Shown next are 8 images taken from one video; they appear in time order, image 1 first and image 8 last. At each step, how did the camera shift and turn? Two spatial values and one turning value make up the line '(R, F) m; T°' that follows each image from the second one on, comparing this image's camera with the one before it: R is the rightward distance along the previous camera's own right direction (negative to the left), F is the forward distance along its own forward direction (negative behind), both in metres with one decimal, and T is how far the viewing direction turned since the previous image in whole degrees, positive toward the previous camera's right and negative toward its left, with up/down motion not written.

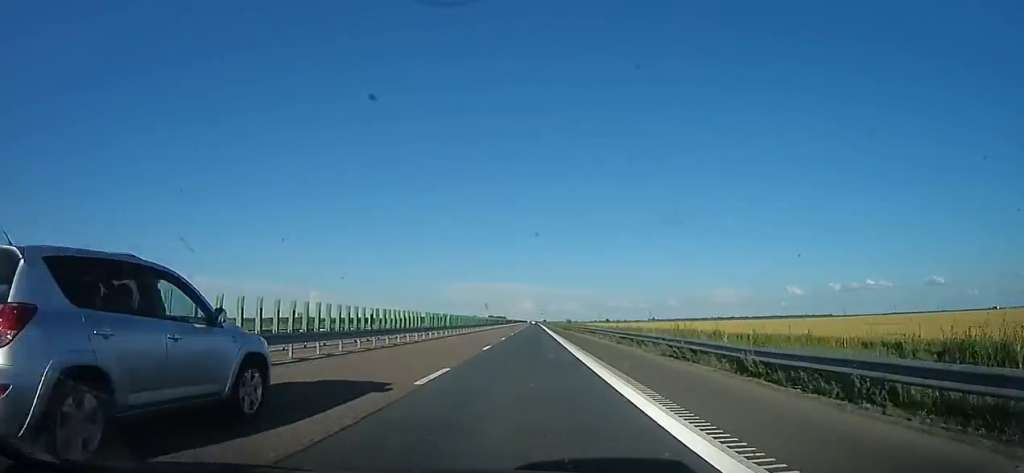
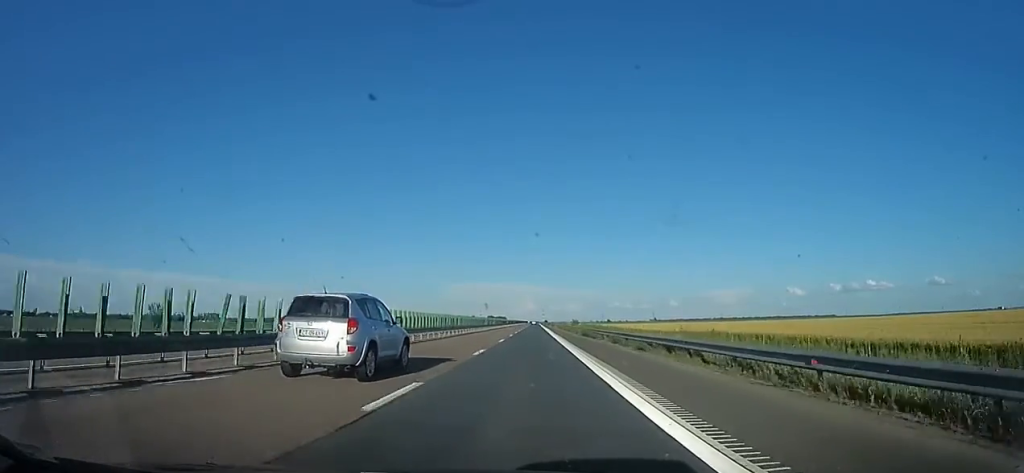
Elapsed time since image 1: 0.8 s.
(+0.3, +26.8) m; -1°
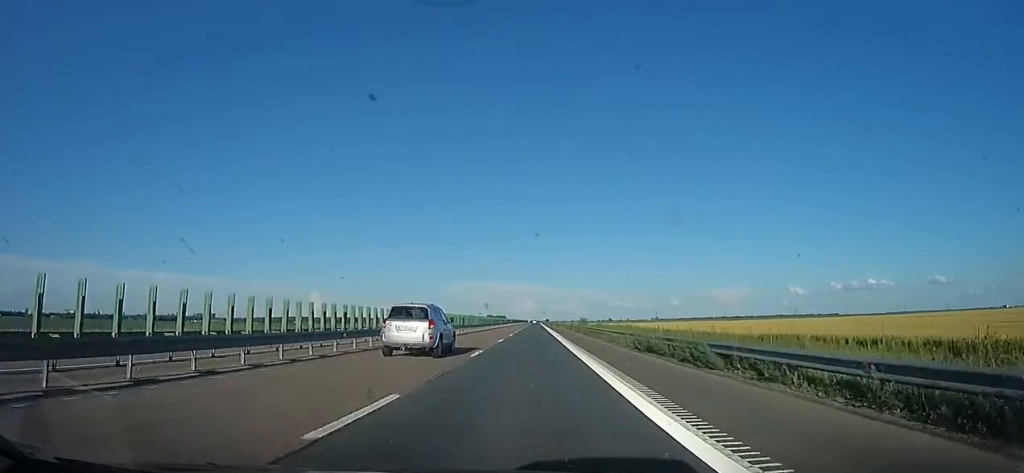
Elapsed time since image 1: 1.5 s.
(-0.2, +25.5) m; -1°
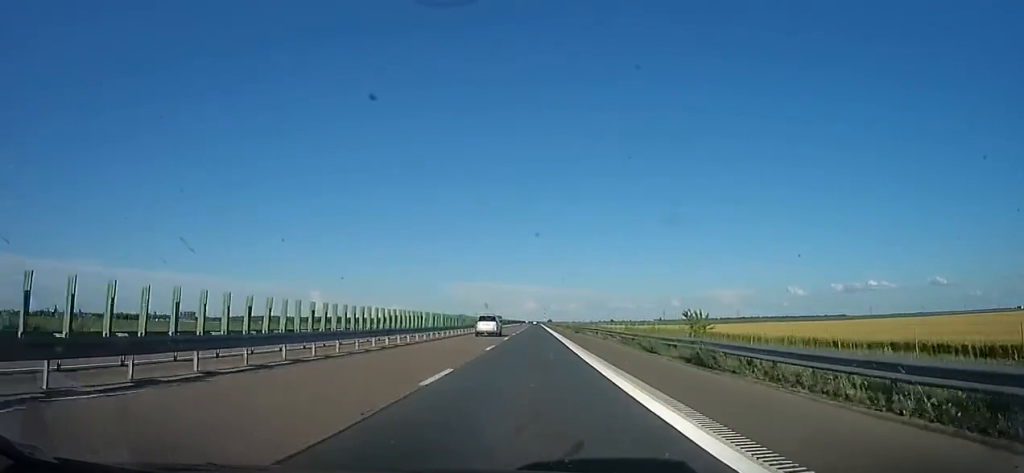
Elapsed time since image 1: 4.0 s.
(-0.9, +91.3) m; 0°
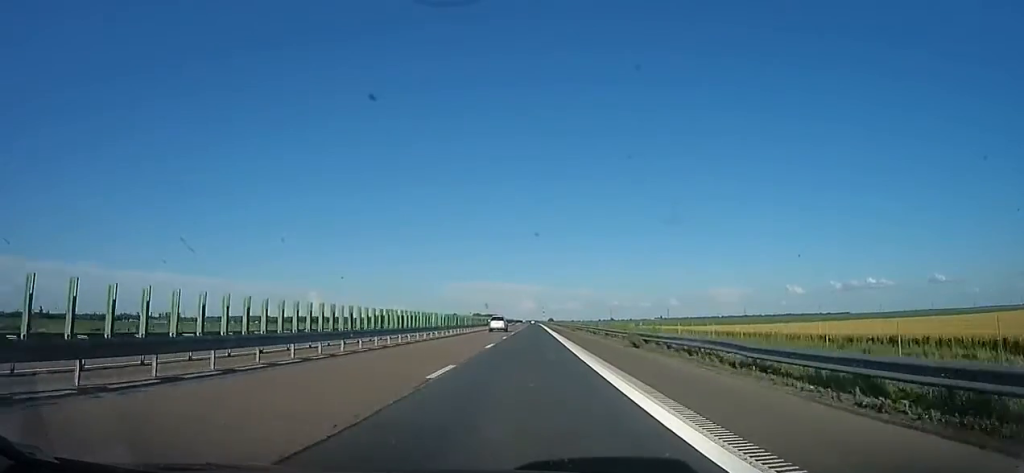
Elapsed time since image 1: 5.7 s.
(+0.5, +58.9) m; 0°
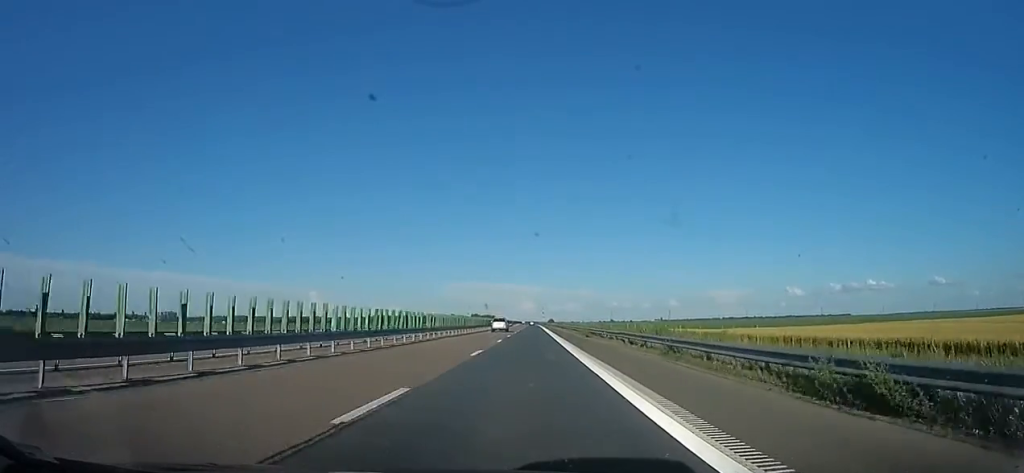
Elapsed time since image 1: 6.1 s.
(-0.7, +16.8) m; 0°
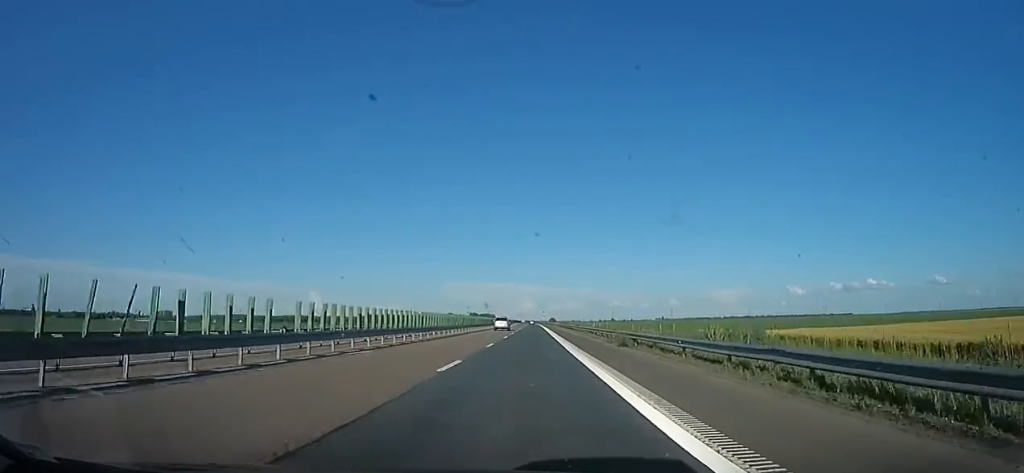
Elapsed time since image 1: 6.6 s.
(+0.5, +18.1) m; +1°
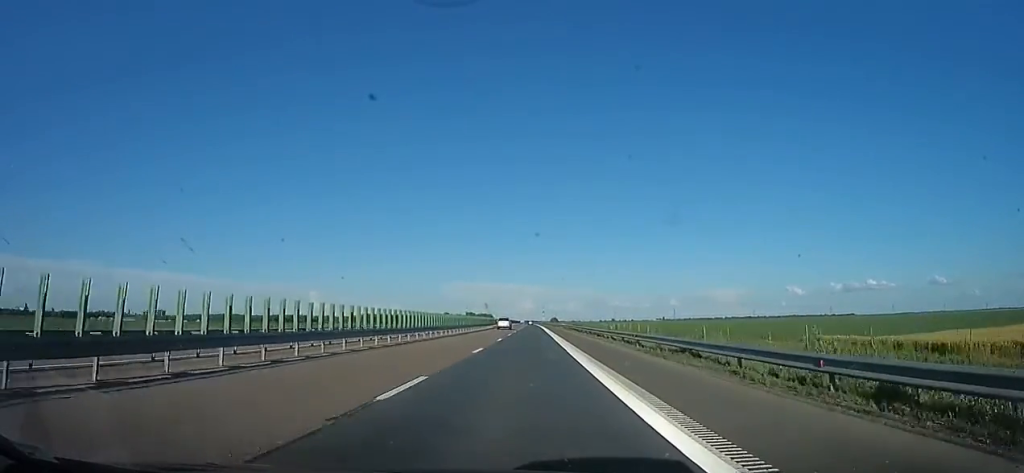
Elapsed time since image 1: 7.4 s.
(+0.7, +29.1) m; +1°
